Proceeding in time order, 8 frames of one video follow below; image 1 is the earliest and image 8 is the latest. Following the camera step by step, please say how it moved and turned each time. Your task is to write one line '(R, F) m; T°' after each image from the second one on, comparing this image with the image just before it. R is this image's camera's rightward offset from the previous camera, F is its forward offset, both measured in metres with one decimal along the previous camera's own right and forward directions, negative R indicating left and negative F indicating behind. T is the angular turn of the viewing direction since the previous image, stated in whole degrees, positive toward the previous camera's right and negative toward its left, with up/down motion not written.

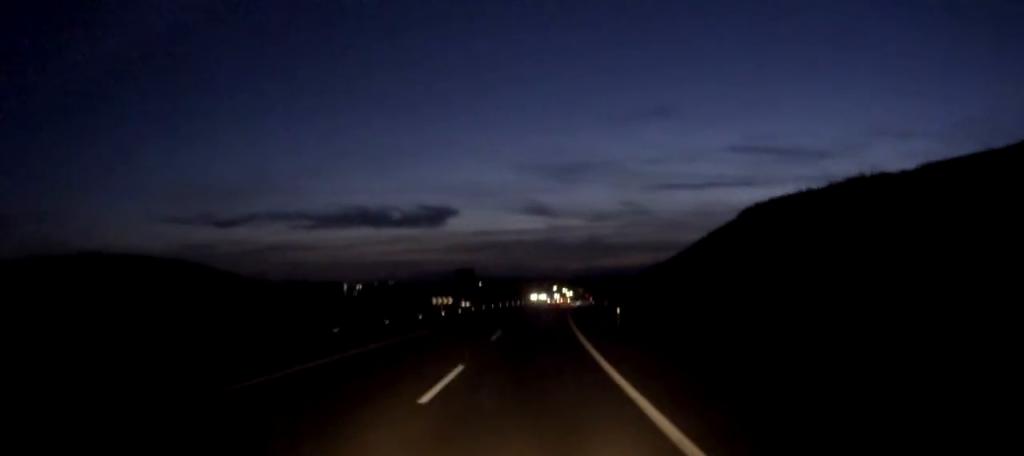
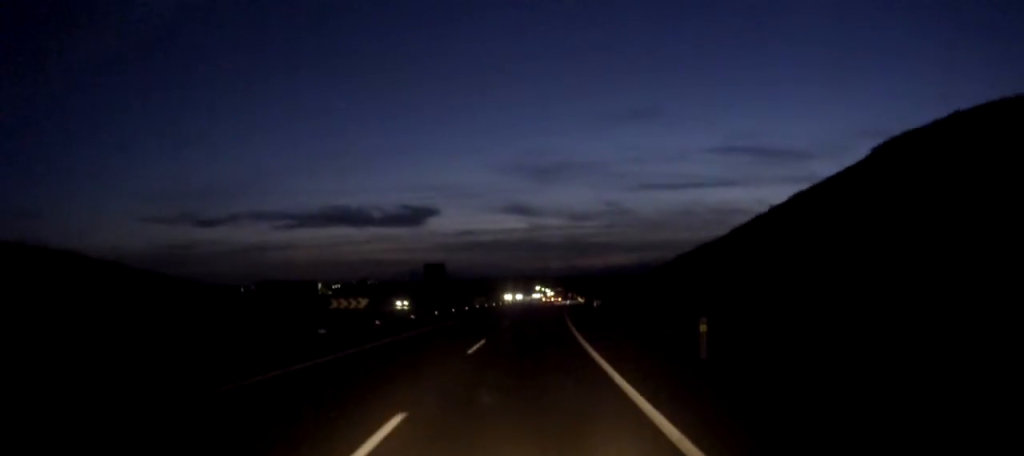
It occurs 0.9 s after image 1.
(+0.8, +25.3) m; +3°
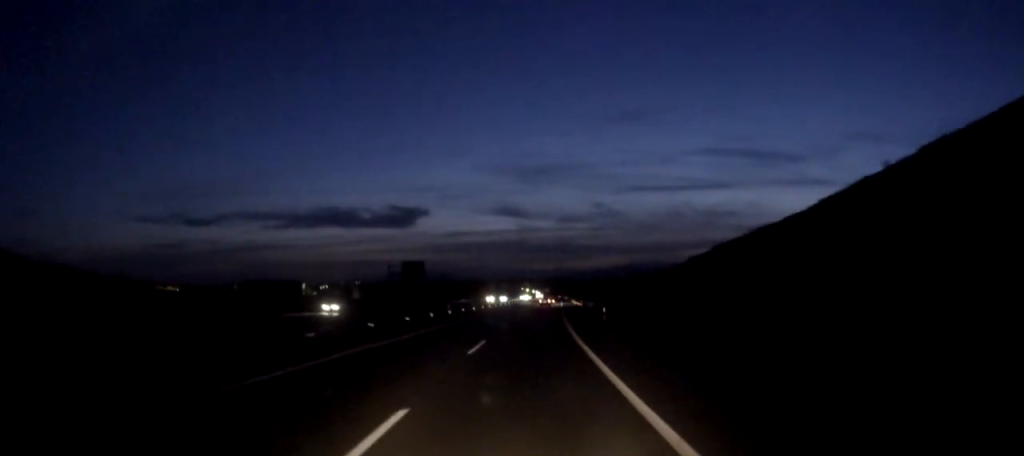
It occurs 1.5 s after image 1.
(+0.3, +16.9) m; +1°
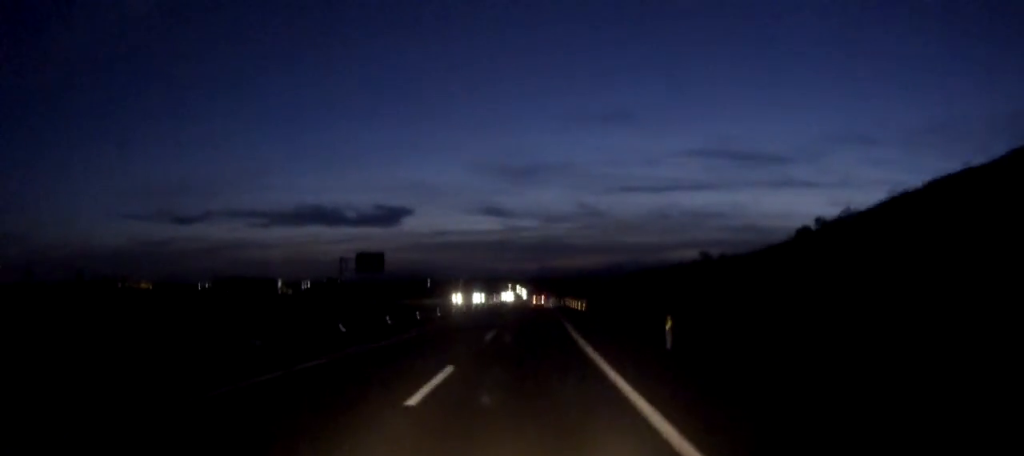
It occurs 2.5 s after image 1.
(+0.1, +28.2) m; 0°
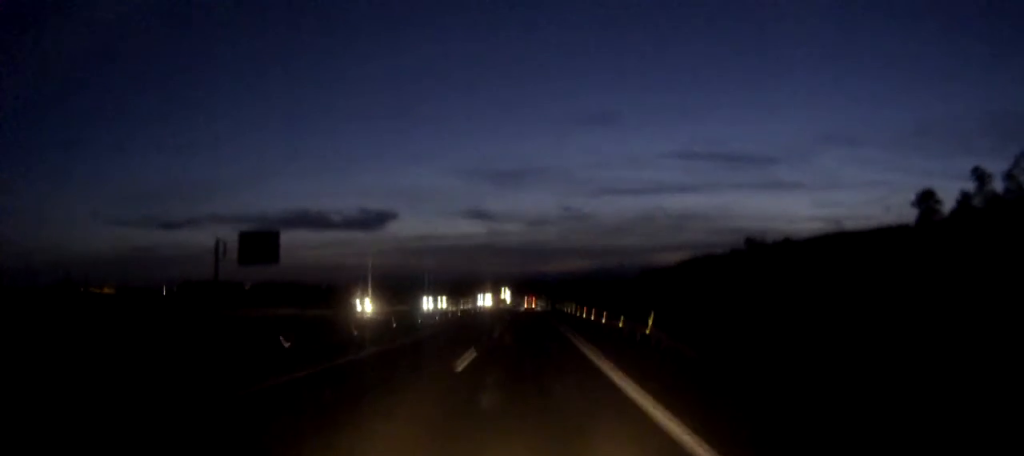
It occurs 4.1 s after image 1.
(+0.5, +45.7) m; +2°
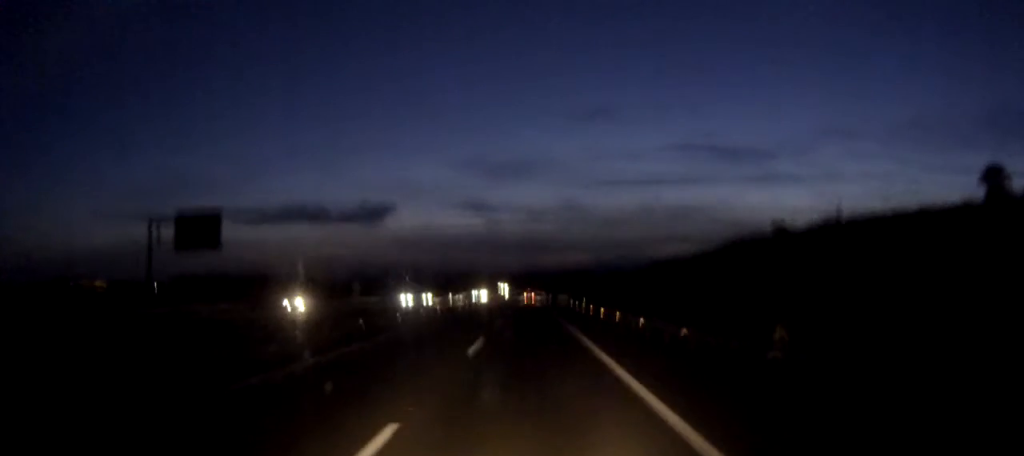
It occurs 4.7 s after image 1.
(+0.2, +14.9) m; +1°
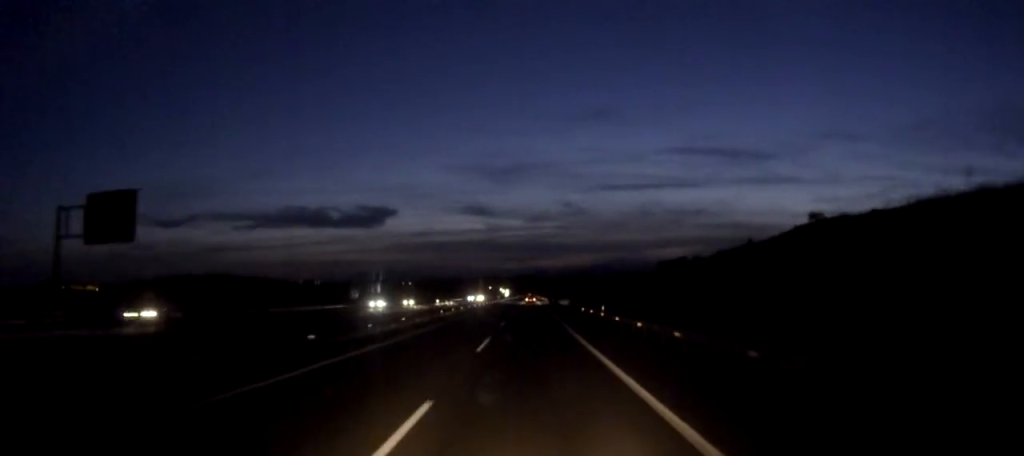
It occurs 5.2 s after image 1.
(0.0, +14.9) m; 0°
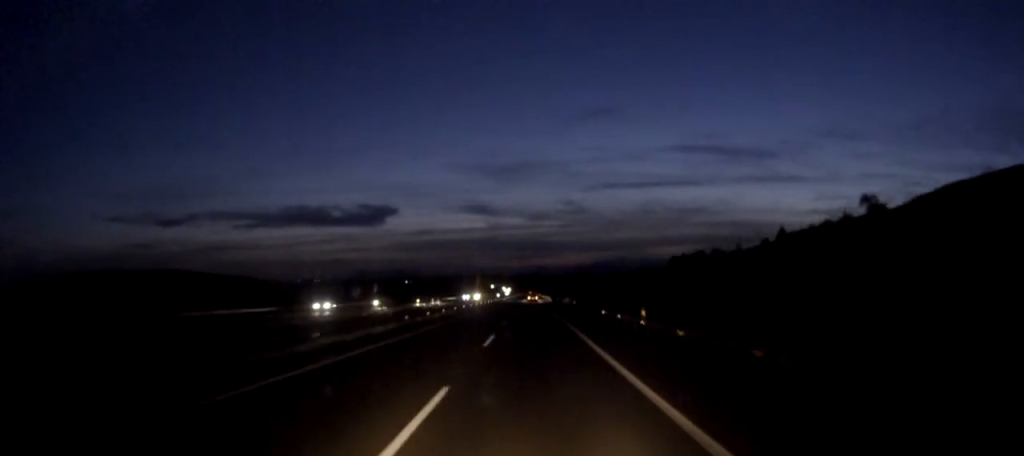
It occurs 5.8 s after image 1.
(-0.1, +15.8) m; 0°
